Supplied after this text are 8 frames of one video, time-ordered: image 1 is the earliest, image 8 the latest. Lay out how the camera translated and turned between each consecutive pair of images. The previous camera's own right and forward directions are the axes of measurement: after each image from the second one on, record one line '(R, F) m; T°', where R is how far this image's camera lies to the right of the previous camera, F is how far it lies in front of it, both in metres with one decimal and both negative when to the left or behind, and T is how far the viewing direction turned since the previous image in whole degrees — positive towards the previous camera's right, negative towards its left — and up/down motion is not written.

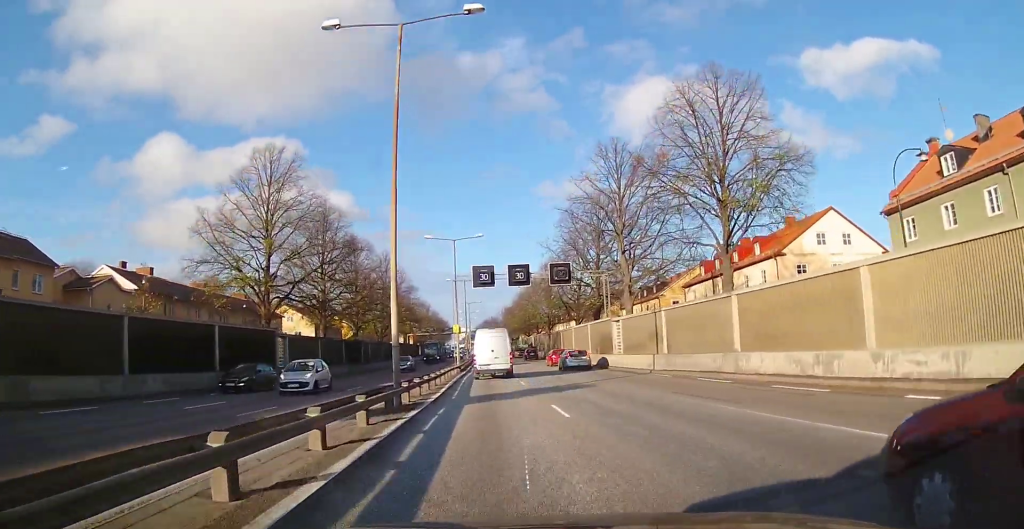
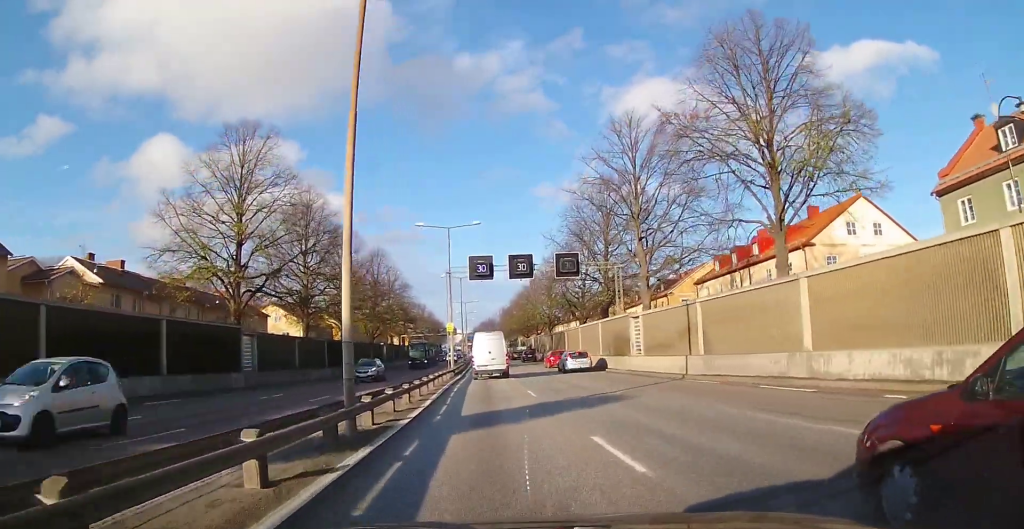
(0.0, +5.5) m; 0°
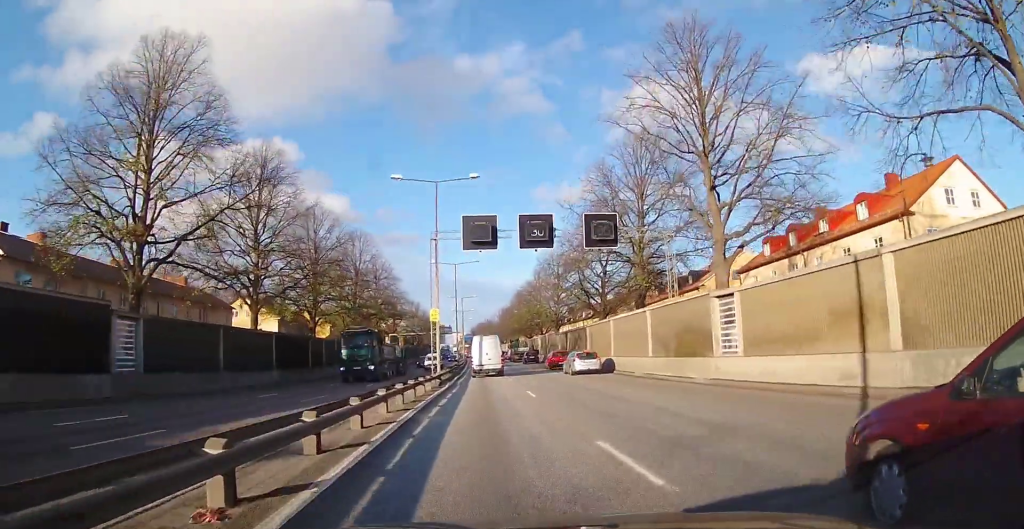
(+0.1, +13.0) m; 0°
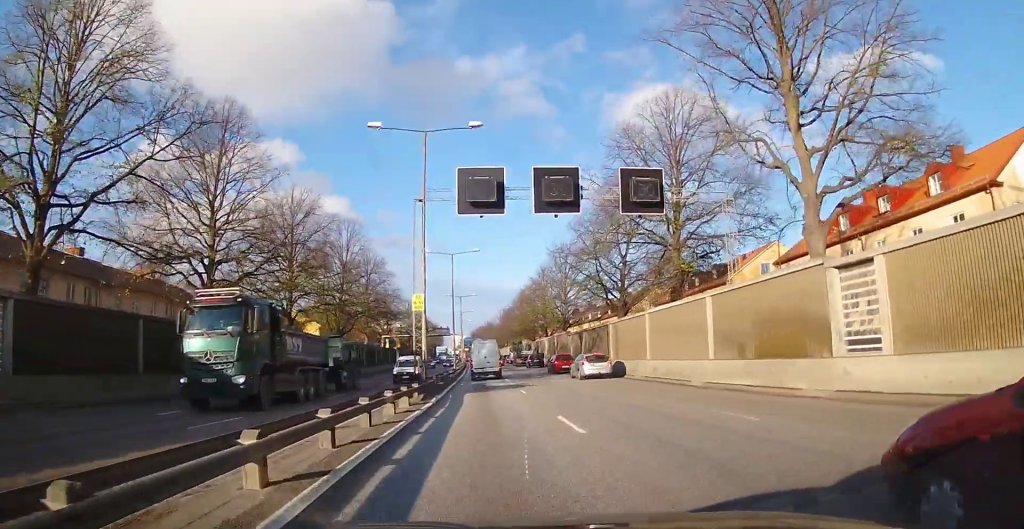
(0.0, +7.9) m; 0°
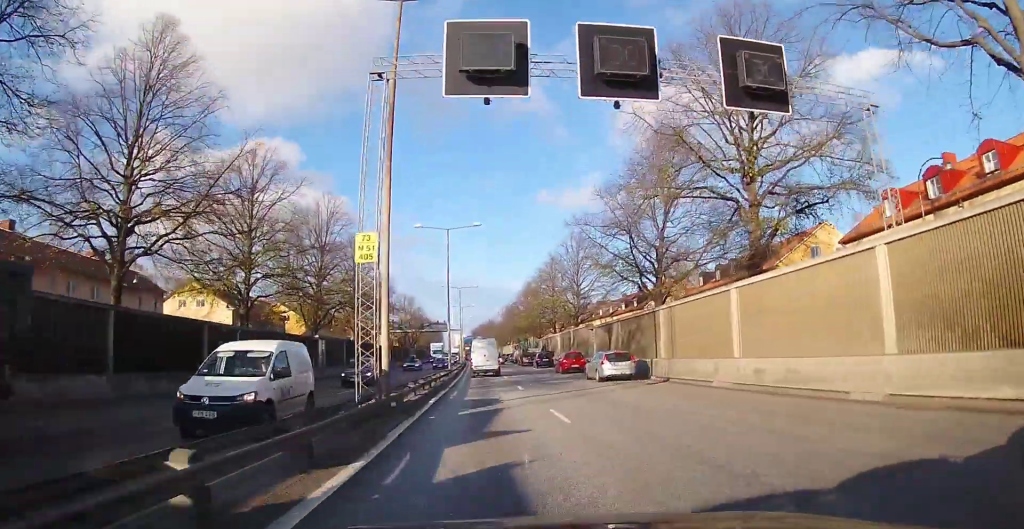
(+0.1, +10.4) m; 0°
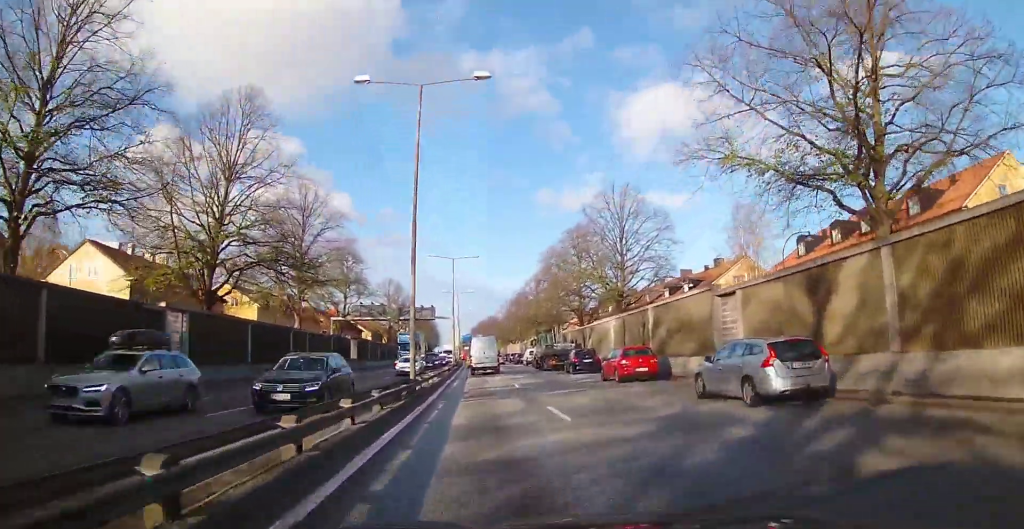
(-0.2, +24.1) m; -1°
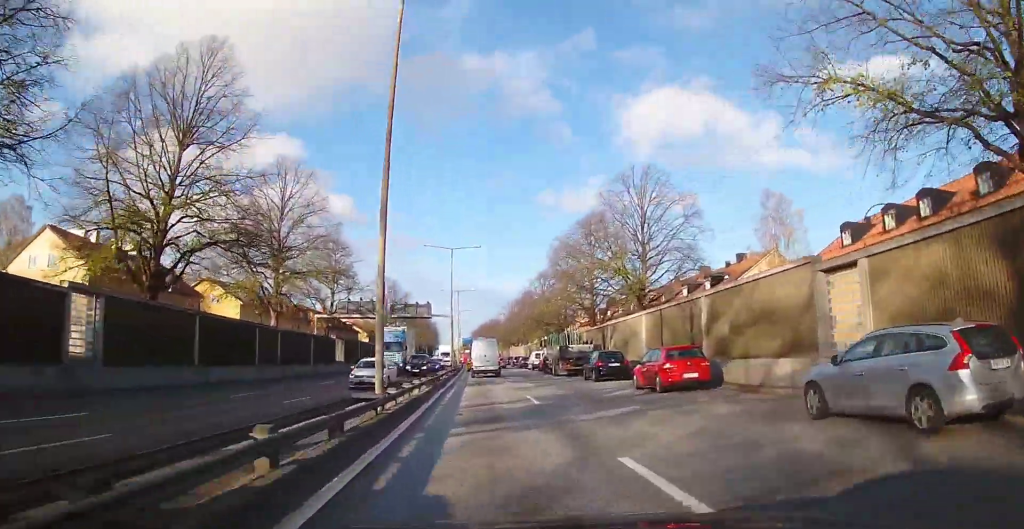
(+0.1, +6.7) m; 0°
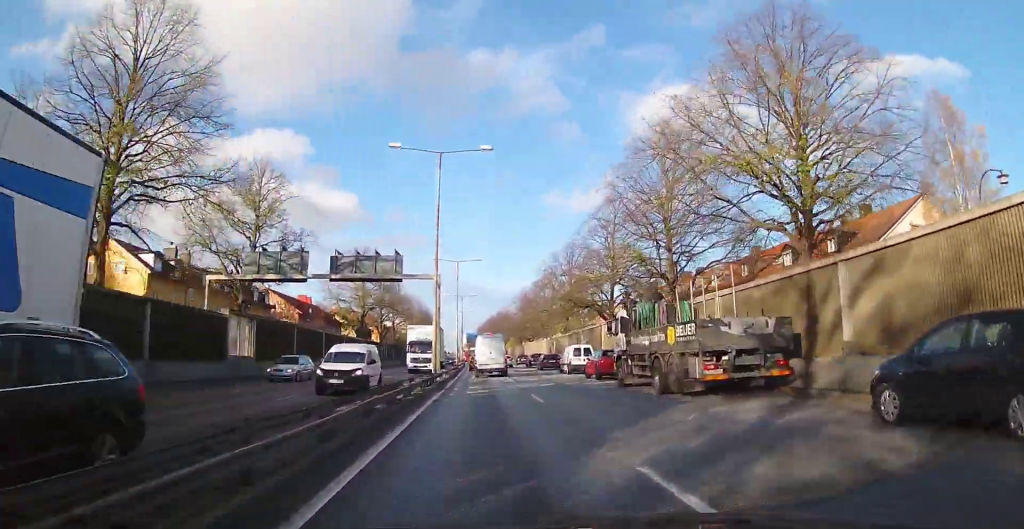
(-0.5, +24.7) m; -1°
